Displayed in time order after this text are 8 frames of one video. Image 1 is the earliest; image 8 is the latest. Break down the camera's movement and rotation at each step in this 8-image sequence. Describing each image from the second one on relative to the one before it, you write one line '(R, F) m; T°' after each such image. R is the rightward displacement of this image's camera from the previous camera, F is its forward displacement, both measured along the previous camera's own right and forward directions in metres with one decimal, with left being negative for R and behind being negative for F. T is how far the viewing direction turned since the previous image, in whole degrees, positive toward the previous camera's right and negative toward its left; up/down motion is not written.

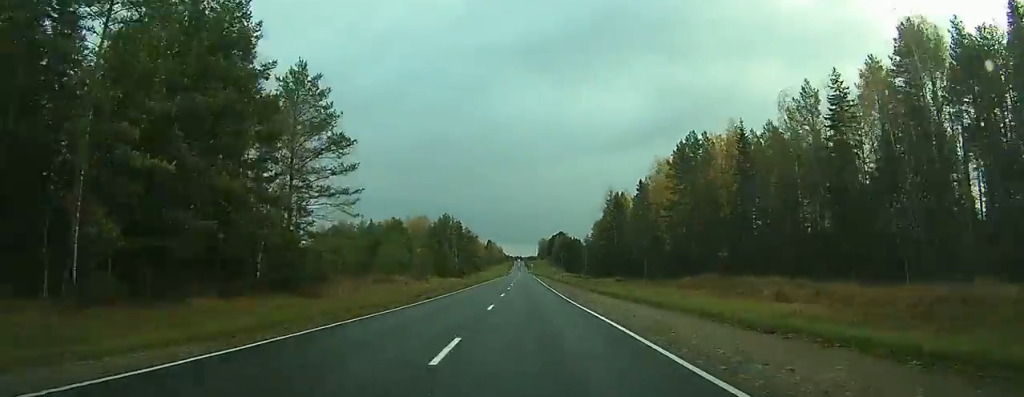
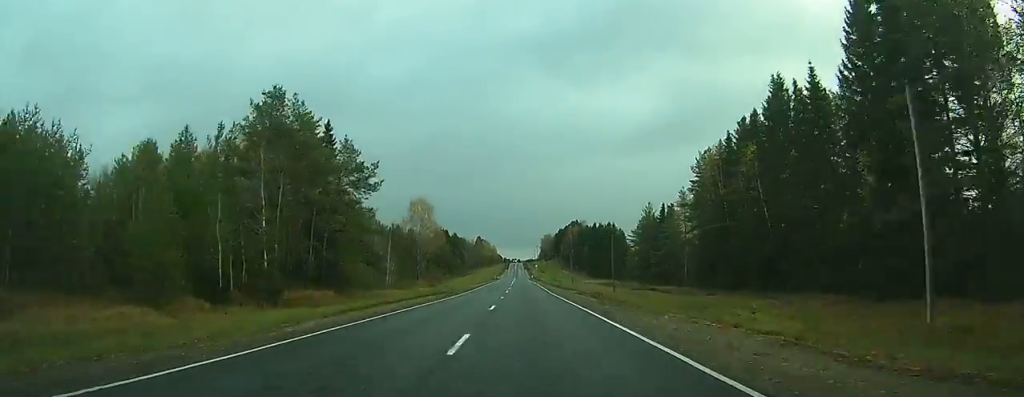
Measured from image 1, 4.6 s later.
(+0.5, +121.3) m; 0°
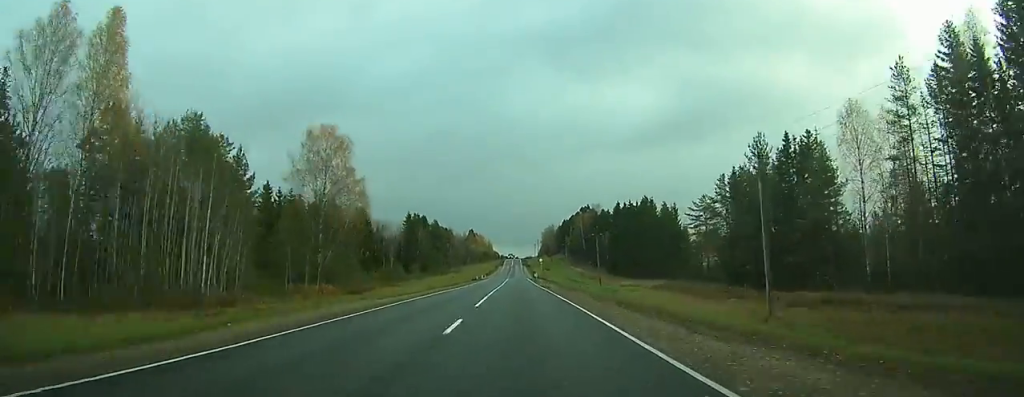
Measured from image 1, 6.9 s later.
(-0.2, +59.0) m; -1°
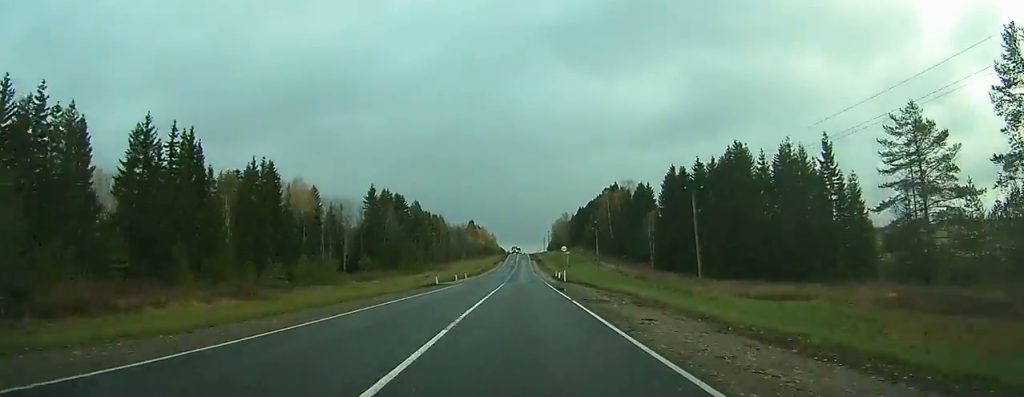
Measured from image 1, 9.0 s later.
(-0.3, +54.4) m; 0°
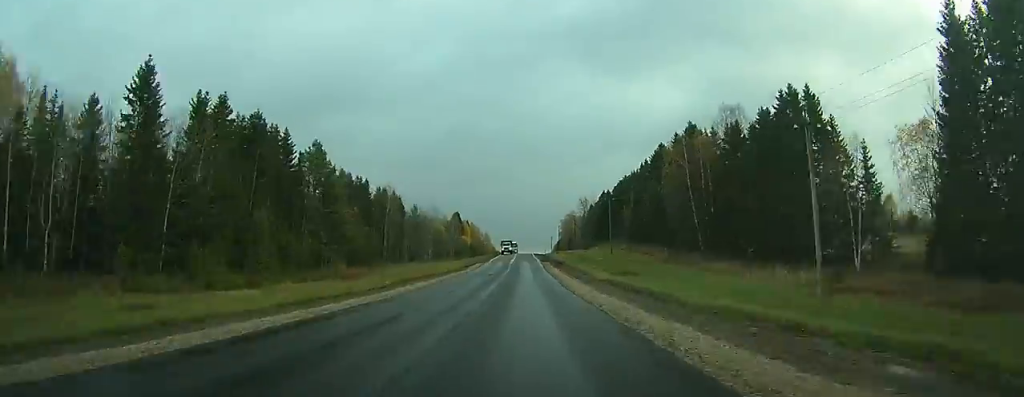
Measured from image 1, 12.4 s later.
(-0.3, +84.4) m; 0°
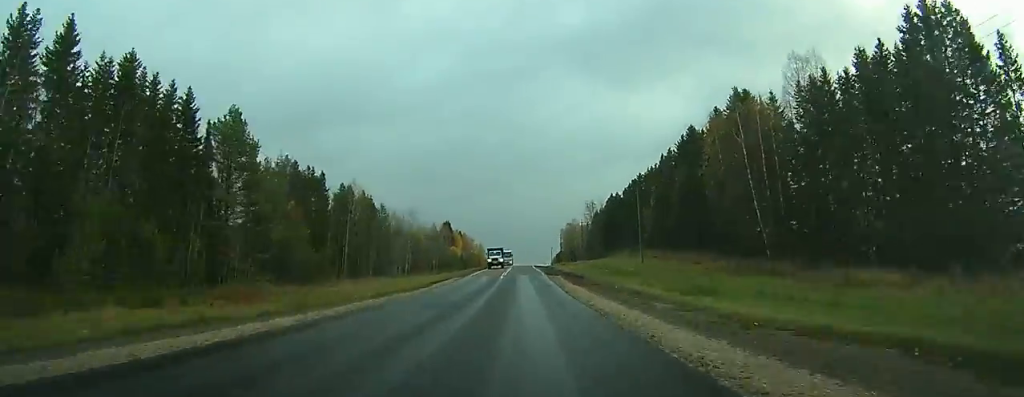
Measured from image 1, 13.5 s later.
(0.0, +25.9) m; 0°
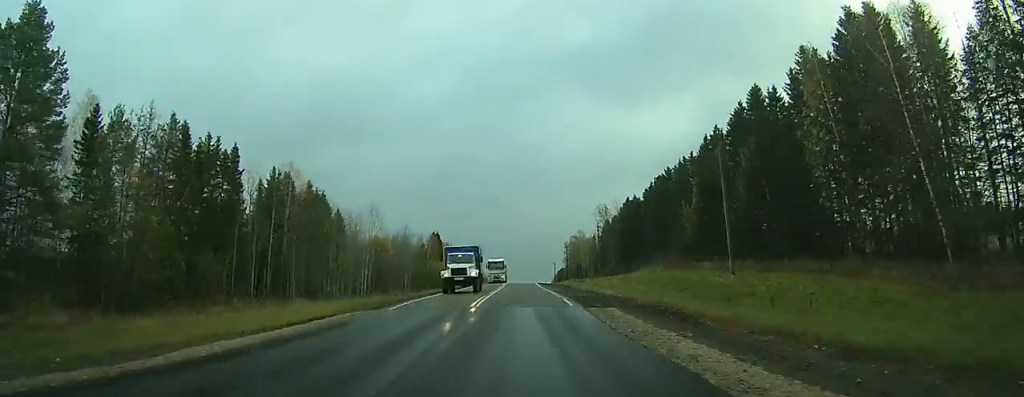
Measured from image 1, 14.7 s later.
(+0.1, +30.5) m; 0°
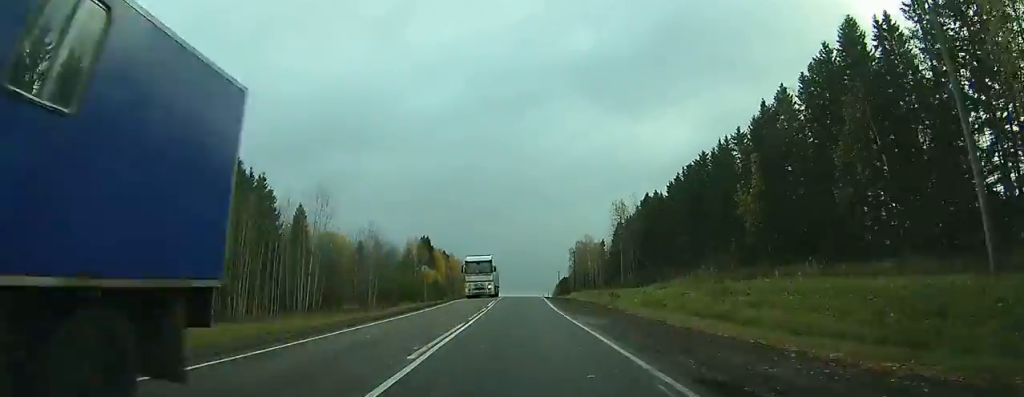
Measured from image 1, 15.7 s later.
(-0.1, +23.8) m; 0°
